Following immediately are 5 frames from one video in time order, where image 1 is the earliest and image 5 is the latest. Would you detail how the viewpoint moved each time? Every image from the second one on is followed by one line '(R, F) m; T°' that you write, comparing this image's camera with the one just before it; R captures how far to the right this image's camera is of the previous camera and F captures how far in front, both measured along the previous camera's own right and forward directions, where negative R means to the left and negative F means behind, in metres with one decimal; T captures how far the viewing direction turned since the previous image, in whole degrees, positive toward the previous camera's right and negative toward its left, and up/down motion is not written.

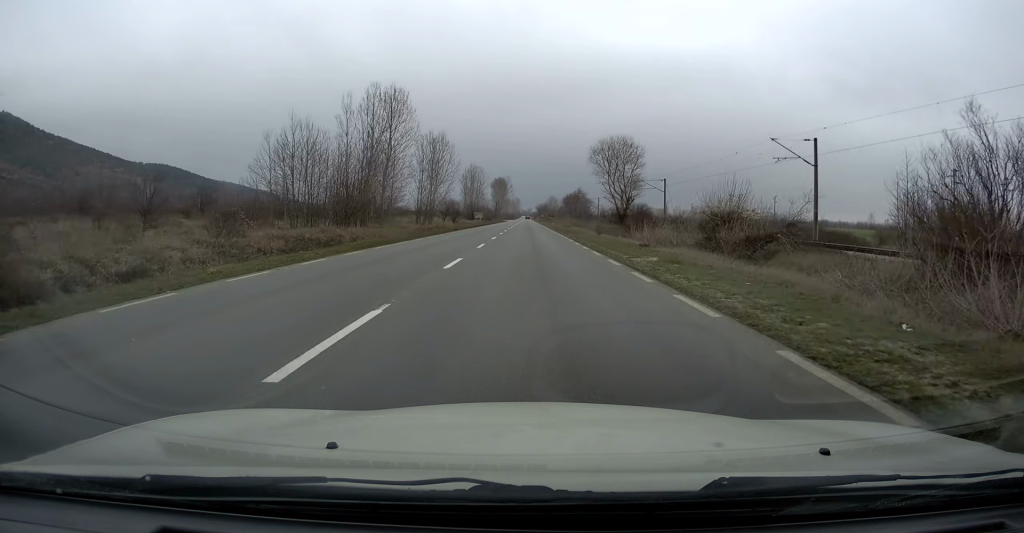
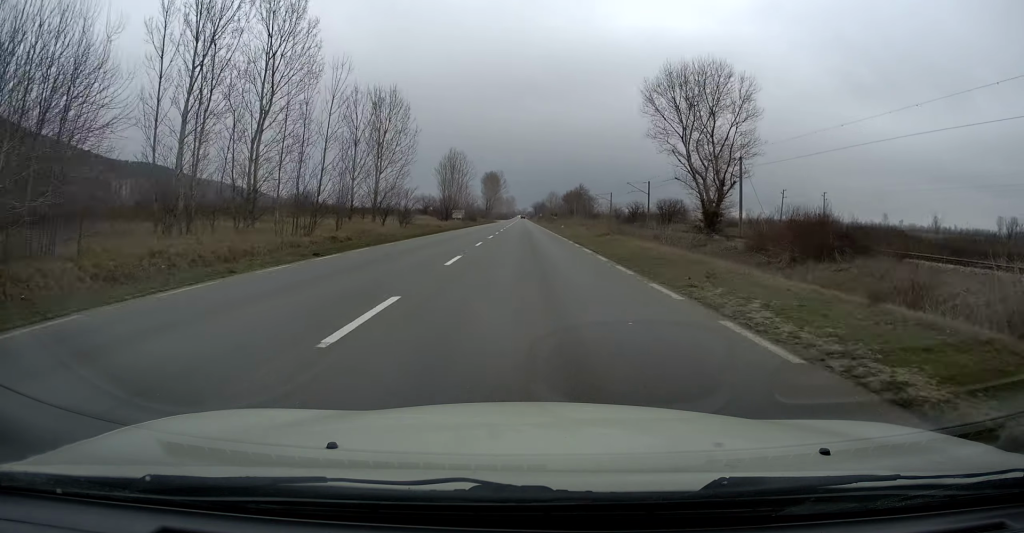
(0.0, +34.8) m; 0°
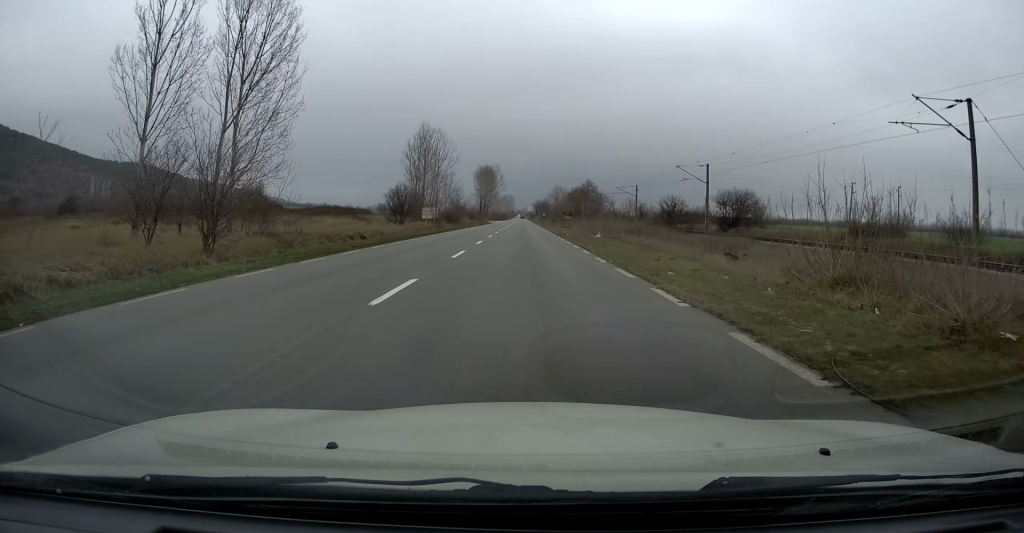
(+0.1, +33.2) m; 0°
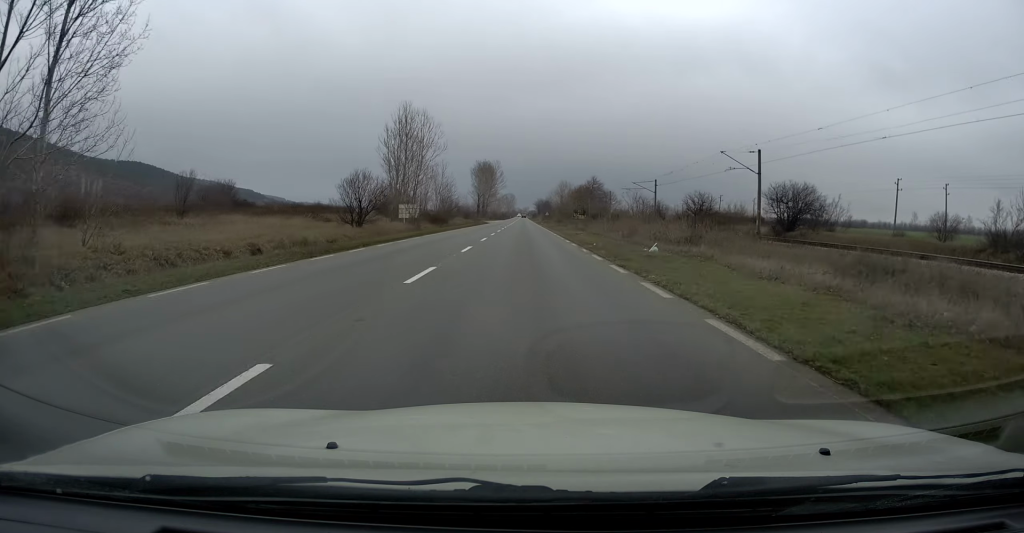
(0.0, +15.4) m; +1°
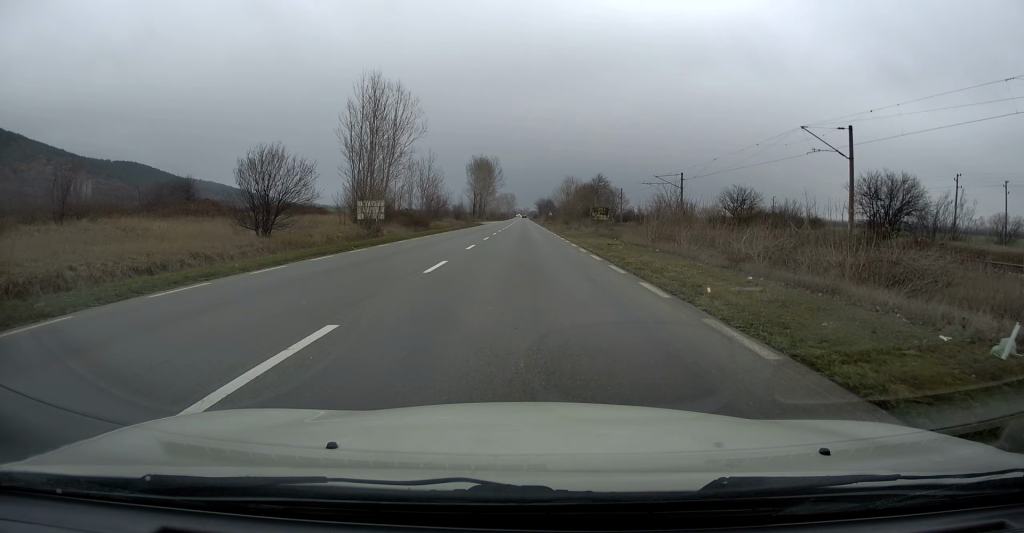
(+0.2, +16.2) m; 0°
